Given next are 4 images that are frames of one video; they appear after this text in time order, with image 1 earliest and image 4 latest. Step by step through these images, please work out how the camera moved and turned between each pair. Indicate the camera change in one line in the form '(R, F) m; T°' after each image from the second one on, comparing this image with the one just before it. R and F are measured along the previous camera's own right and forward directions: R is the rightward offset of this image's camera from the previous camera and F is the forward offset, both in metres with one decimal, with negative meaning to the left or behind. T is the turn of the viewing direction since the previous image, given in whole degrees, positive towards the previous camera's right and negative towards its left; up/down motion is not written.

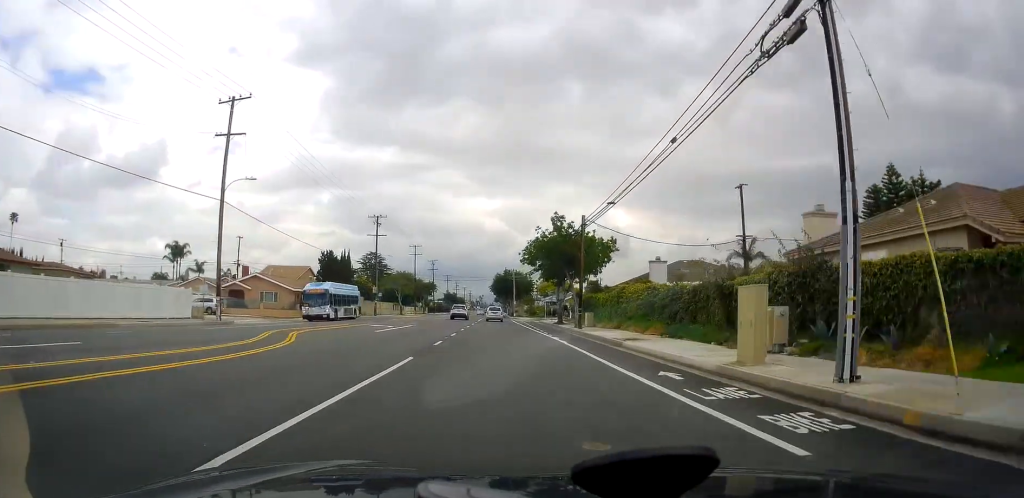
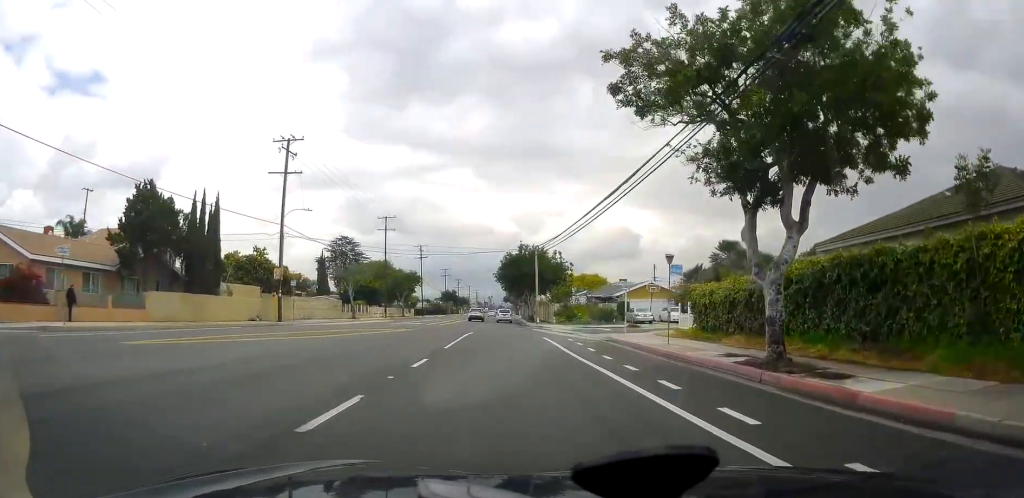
(-1.5, +43.4) m; -4°
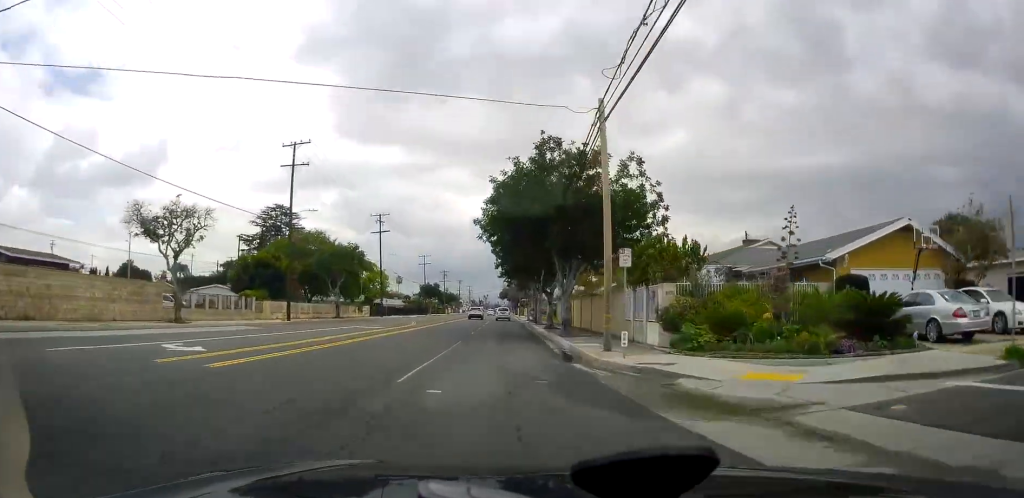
(-0.4, +40.8) m; 0°
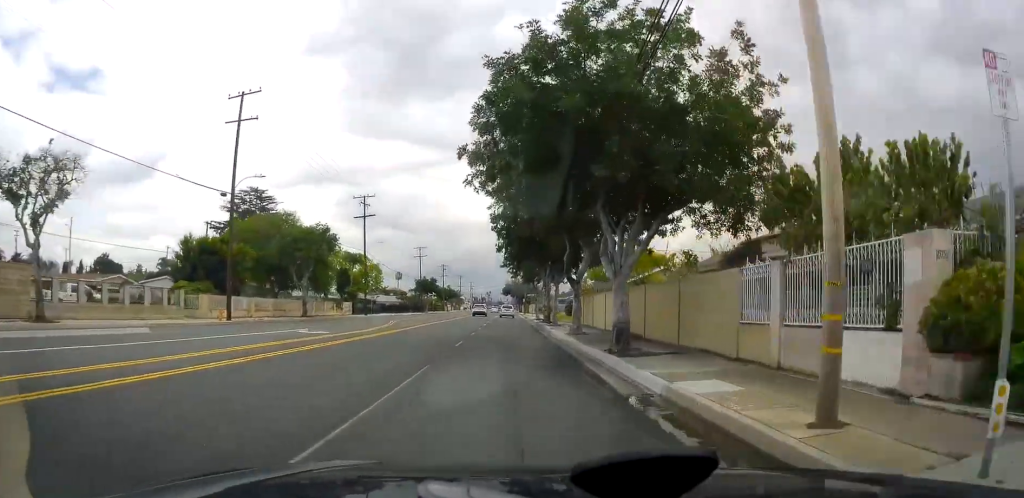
(-0.3, +11.8) m; 0°
